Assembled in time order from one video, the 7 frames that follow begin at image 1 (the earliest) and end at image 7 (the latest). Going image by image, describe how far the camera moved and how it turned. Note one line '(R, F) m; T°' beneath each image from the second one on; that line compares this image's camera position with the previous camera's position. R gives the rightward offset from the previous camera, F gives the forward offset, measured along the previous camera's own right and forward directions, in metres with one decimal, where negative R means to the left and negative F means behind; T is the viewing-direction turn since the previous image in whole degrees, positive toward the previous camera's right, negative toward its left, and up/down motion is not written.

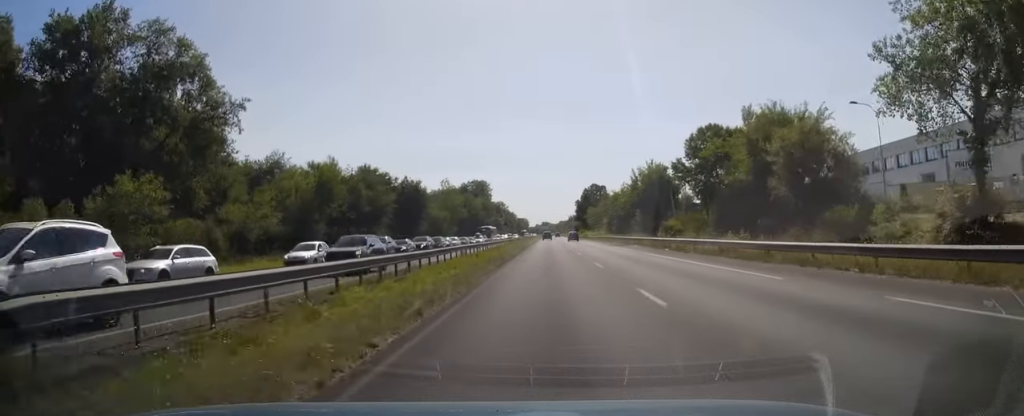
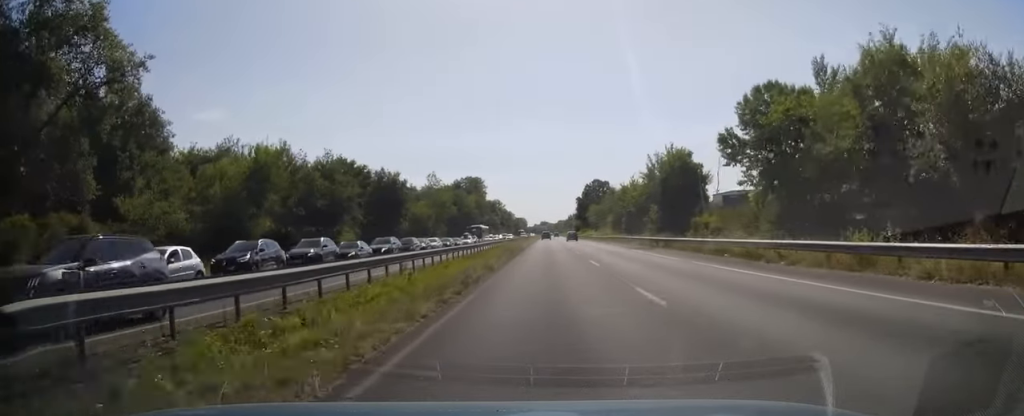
(0.0, +13.2) m; 0°
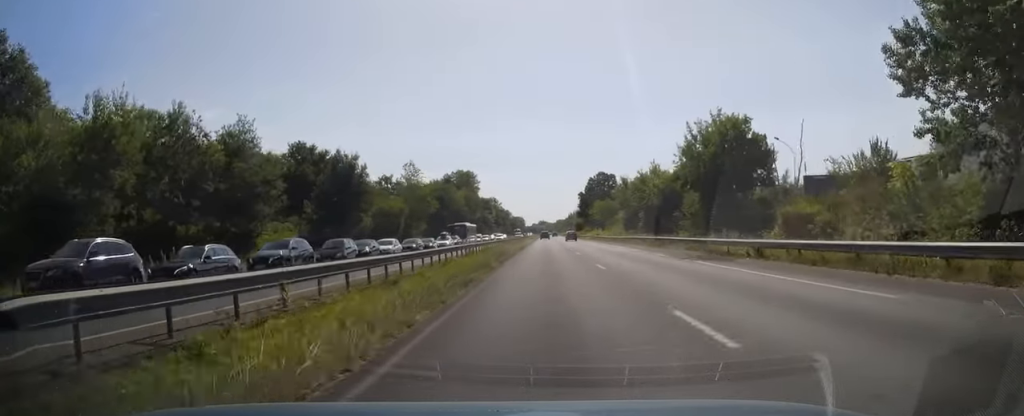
(-0.3, +18.0) m; 0°
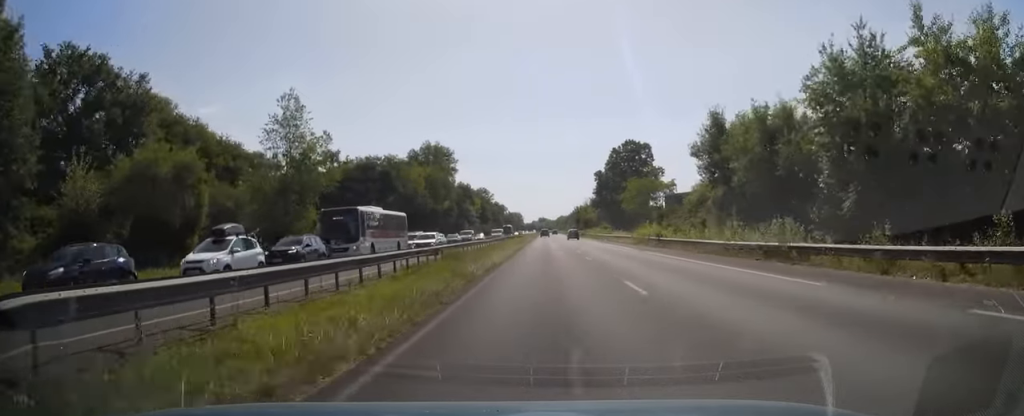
(+0.2, +48.7) m; 0°
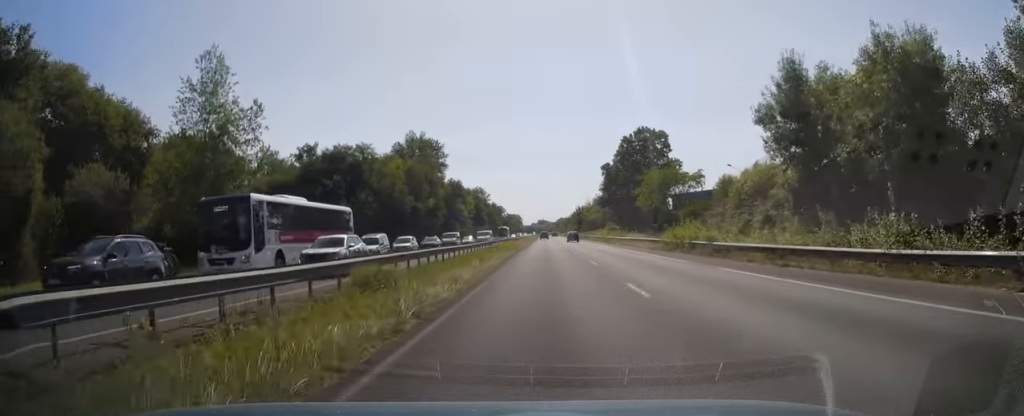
(-0.2, +13.6) m; 0°
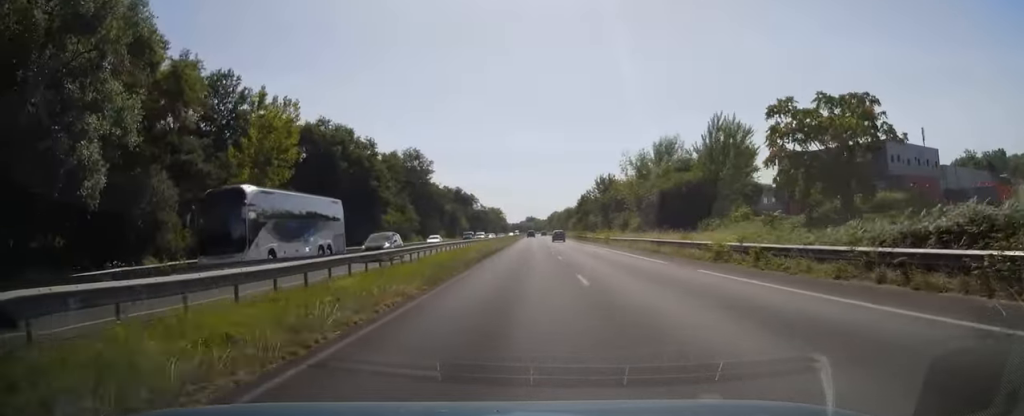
(+0.8, +105.3) m; +1°
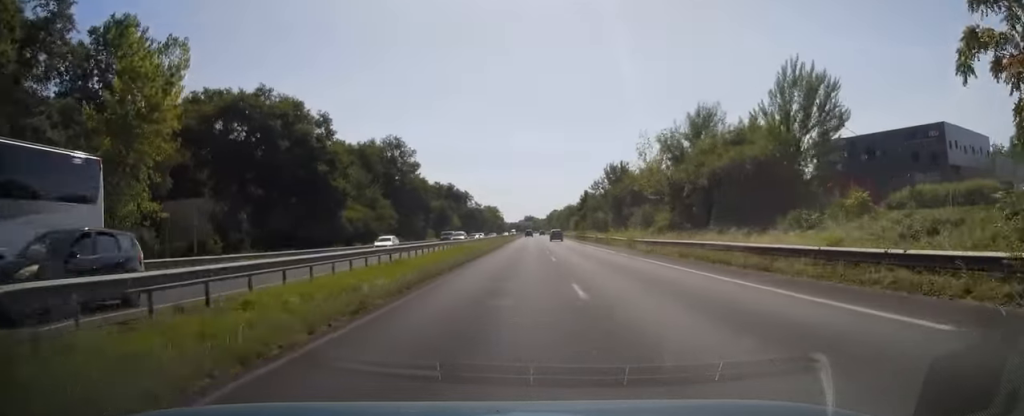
(0.0, +16.6) m; 0°
